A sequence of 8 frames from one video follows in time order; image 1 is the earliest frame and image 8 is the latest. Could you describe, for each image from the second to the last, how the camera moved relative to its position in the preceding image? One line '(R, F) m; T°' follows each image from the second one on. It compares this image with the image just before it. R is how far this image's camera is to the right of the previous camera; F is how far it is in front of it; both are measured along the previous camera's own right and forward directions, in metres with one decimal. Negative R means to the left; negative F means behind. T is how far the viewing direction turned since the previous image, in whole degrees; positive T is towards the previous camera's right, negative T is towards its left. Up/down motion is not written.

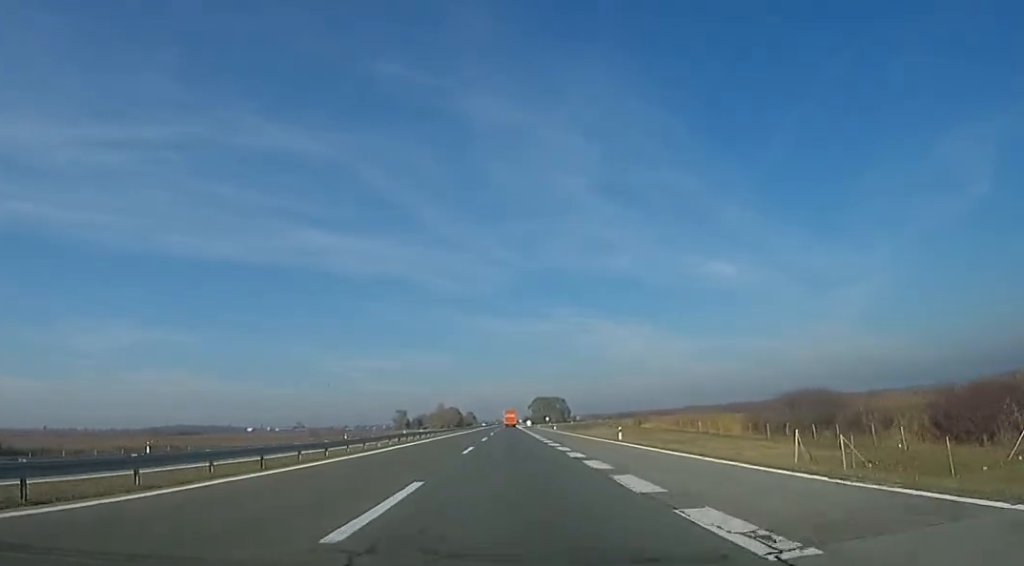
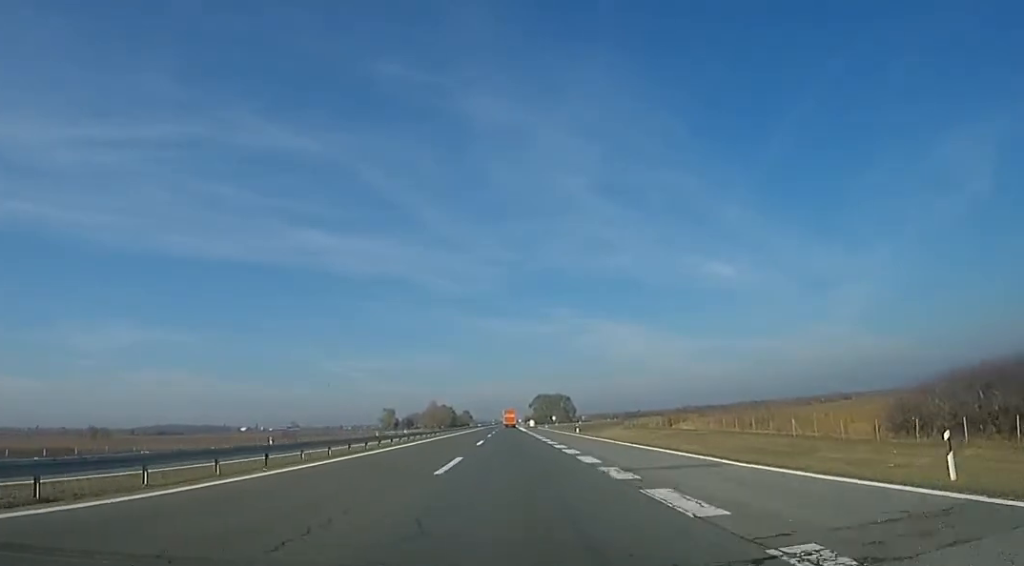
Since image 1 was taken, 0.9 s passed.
(+0.2, +27.8) m; 0°
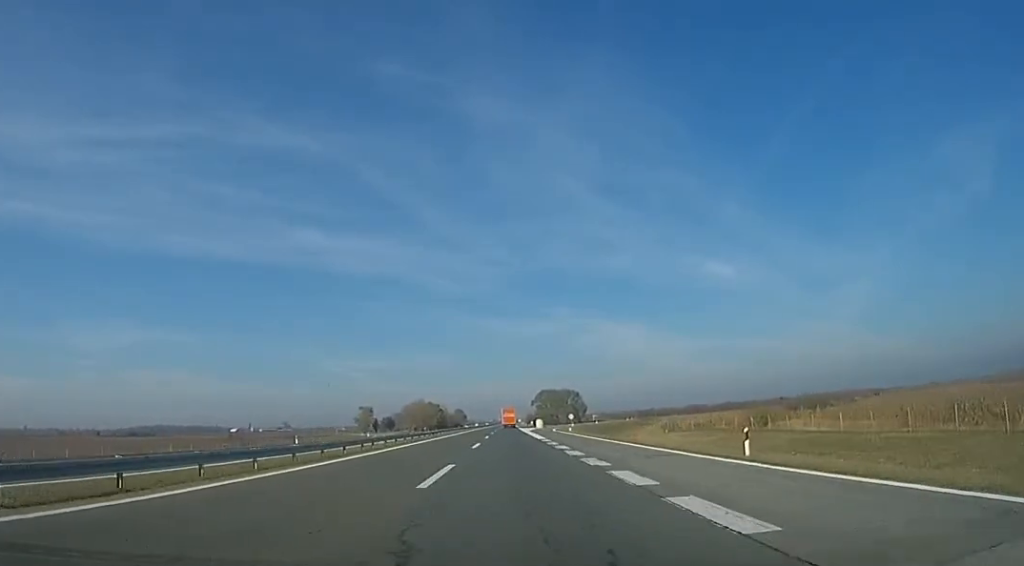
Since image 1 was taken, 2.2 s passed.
(+0.2, +41.3) m; 0°
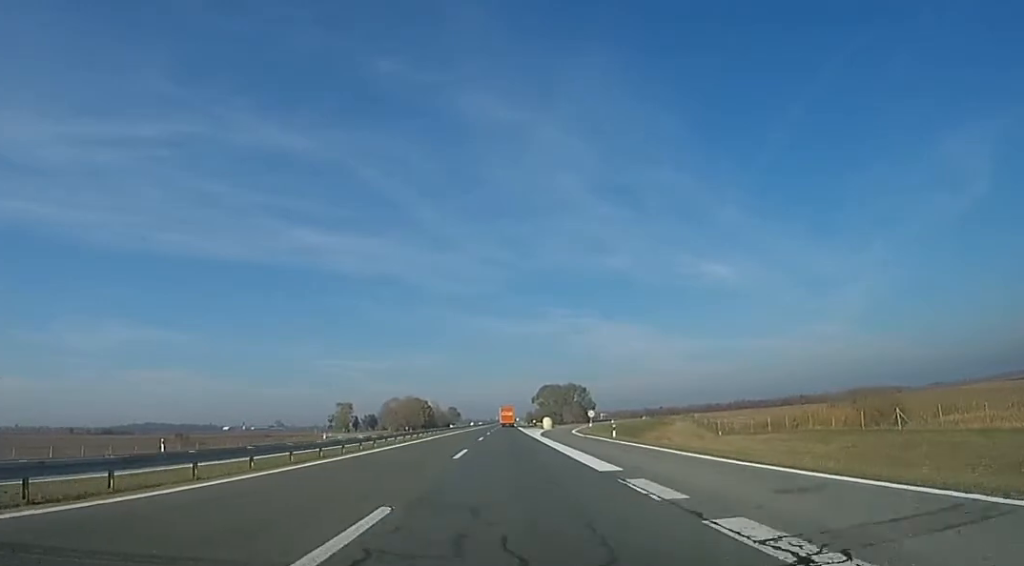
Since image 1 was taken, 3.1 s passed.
(0.0, +27.2) m; +1°
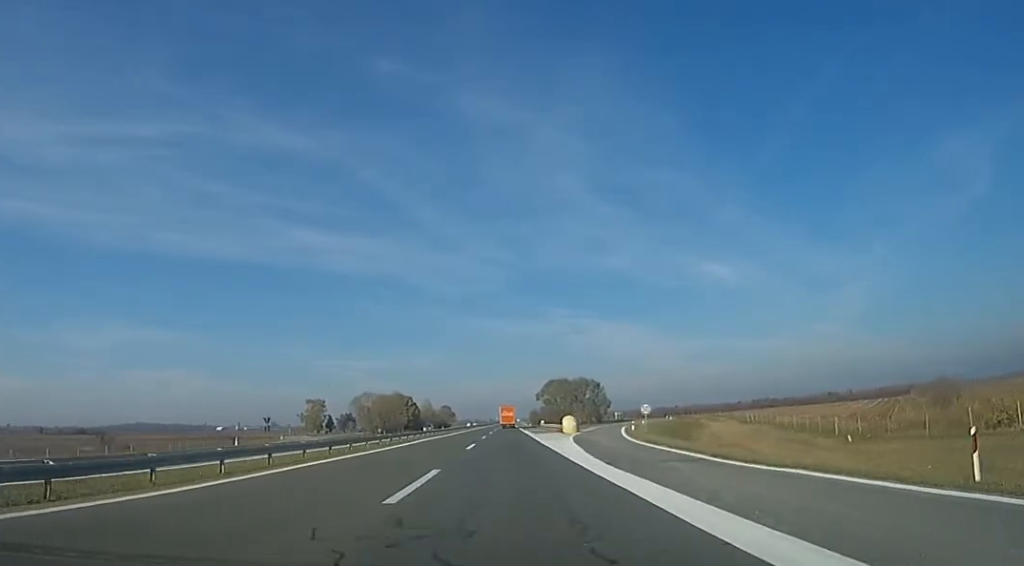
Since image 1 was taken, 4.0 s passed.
(+0.5, +30.3) m; +1°
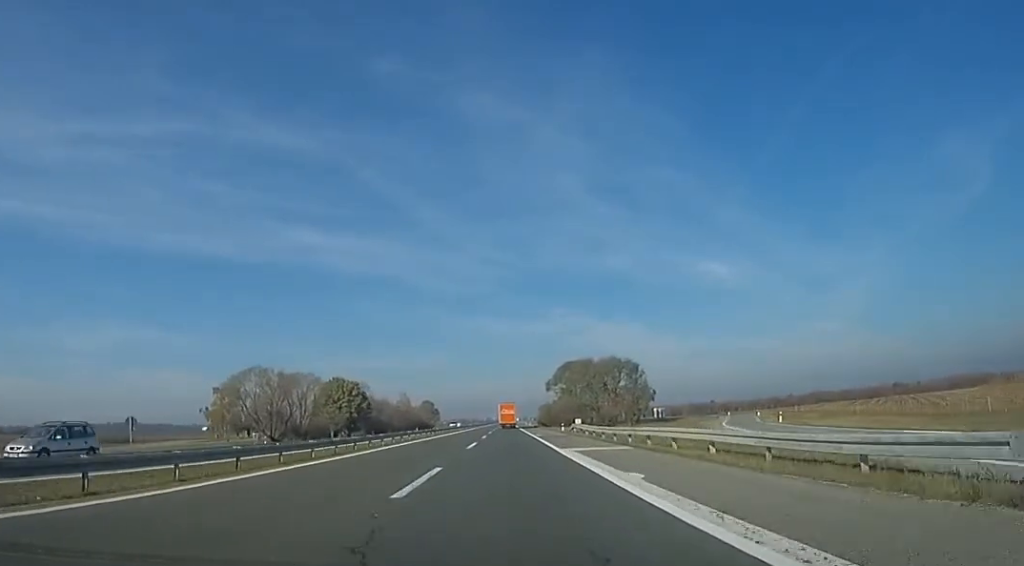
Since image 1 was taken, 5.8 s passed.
(-0.5, +54.8) m; -2°
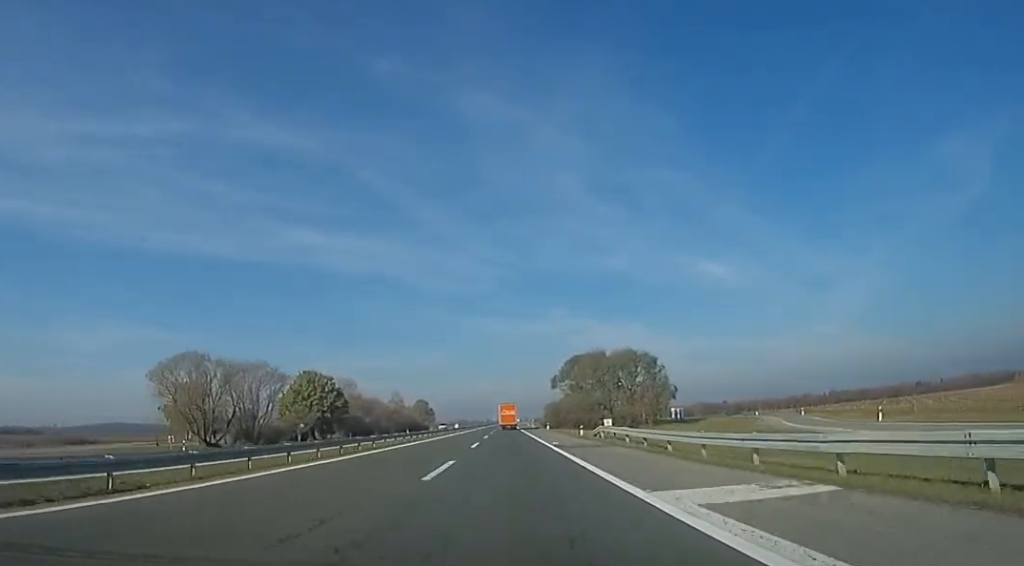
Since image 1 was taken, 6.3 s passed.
(-0.2, +15.1) m; -1°
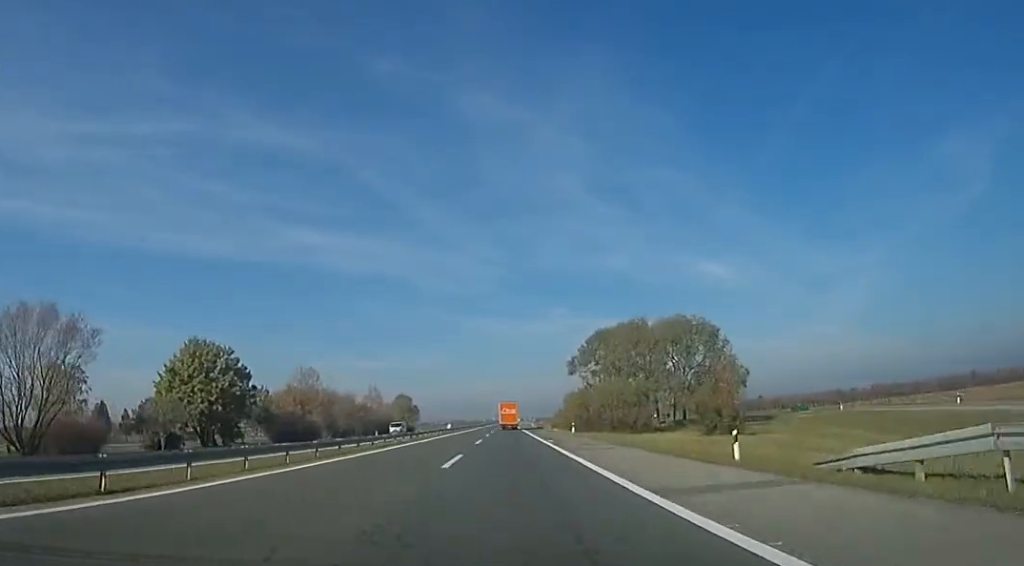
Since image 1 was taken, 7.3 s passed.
(0.0, +32.3) m; 0°
